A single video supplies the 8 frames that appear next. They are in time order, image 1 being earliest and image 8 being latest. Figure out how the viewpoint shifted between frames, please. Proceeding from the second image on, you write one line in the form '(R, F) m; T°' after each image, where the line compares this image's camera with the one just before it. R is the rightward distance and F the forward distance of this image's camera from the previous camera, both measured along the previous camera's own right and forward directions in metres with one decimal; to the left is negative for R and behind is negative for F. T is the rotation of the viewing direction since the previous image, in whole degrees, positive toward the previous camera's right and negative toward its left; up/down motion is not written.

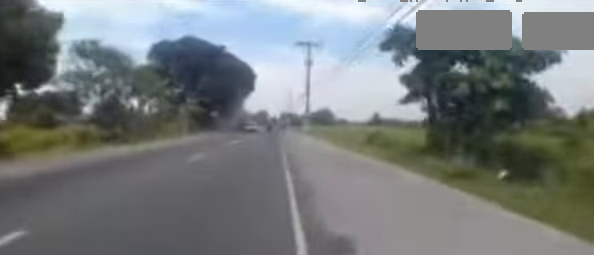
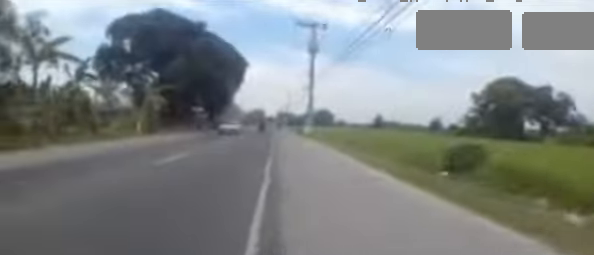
(-0.3, +9.8) m; 0°
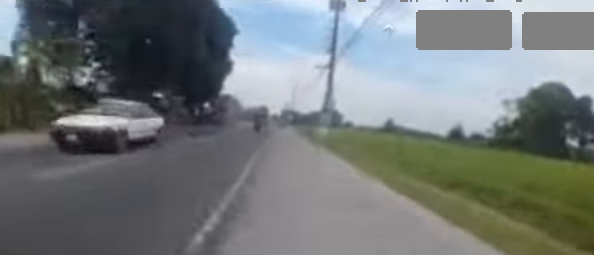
(+0.2, +13.1) m; 0°
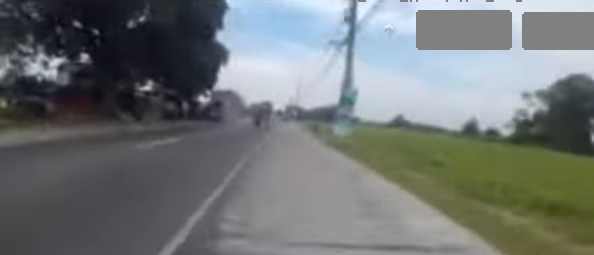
(+0.2, +5.9) m; 0°
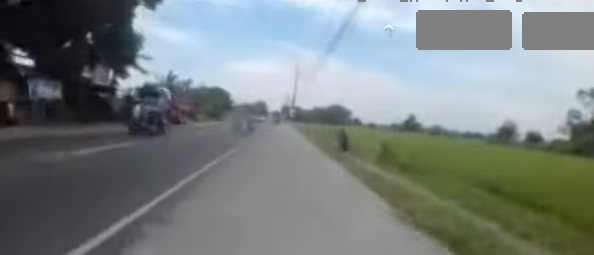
(-0.7, +20.6) m; -2°
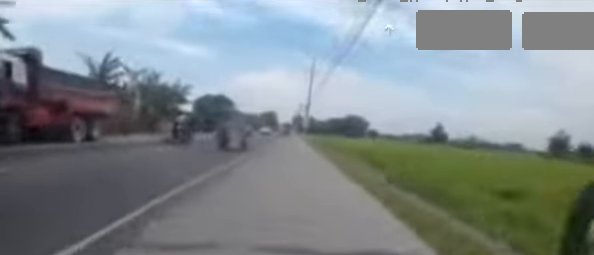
(0.0, +14.1) m; 0°
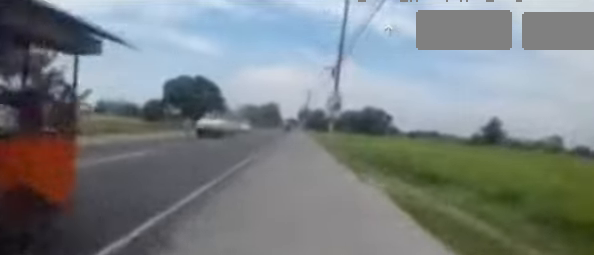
(0.0, +30.5) m; -1°
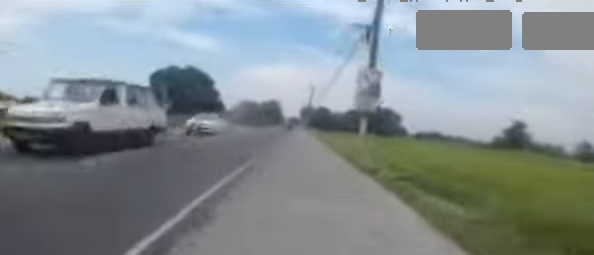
(0.0, +8.9) m; -1°
